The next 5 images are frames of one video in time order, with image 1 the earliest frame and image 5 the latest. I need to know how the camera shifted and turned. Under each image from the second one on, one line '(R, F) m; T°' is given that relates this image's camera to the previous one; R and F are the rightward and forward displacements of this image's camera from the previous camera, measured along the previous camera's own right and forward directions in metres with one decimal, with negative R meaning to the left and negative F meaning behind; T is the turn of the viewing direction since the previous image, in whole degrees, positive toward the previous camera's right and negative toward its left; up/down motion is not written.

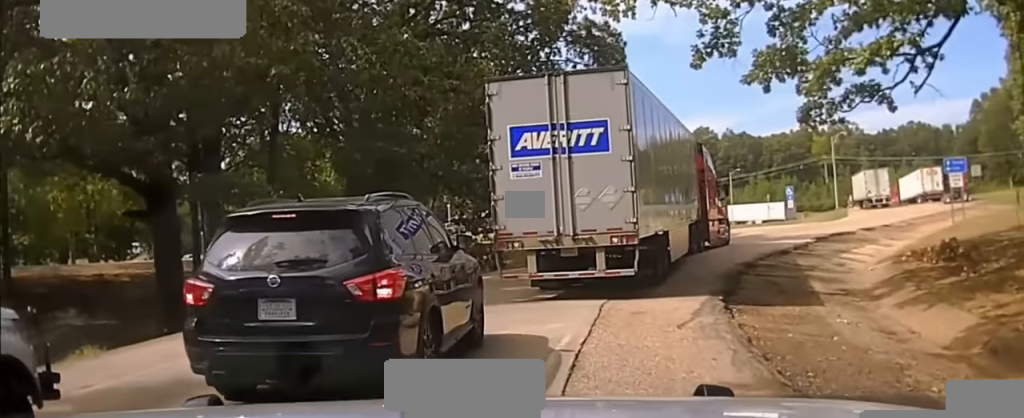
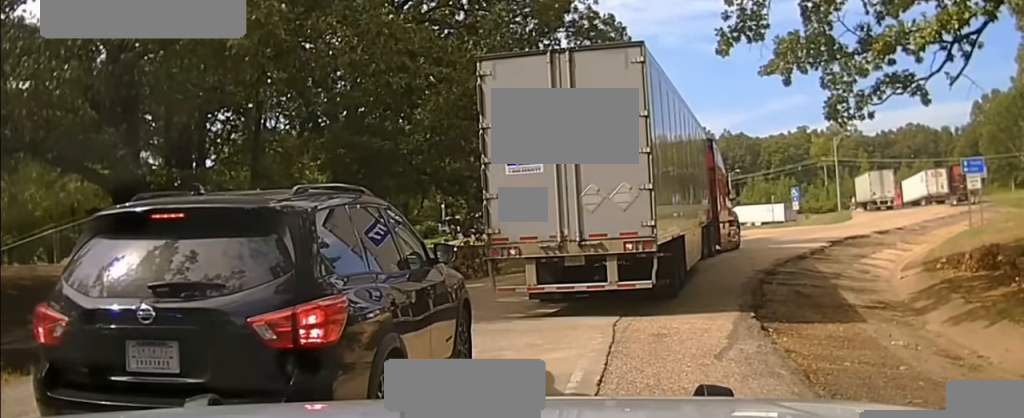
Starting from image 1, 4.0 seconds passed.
(-0.2, +0.8) m; 0°
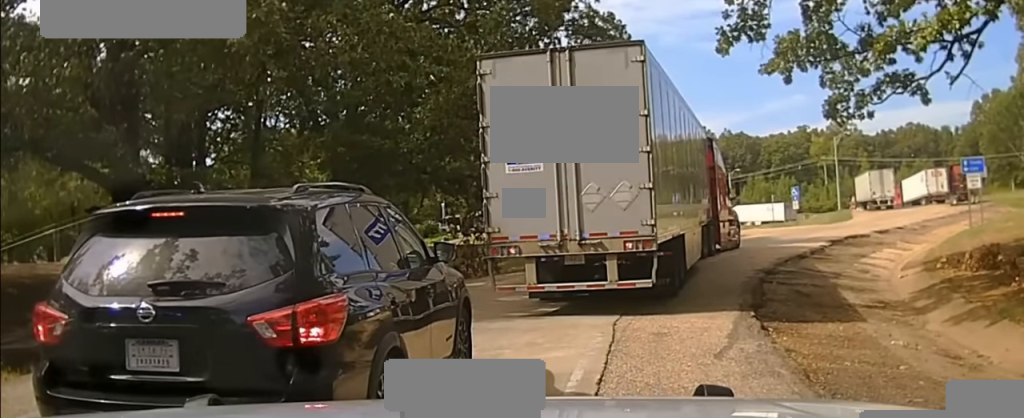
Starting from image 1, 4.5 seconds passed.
(-0.1, +0.1) m; 0°
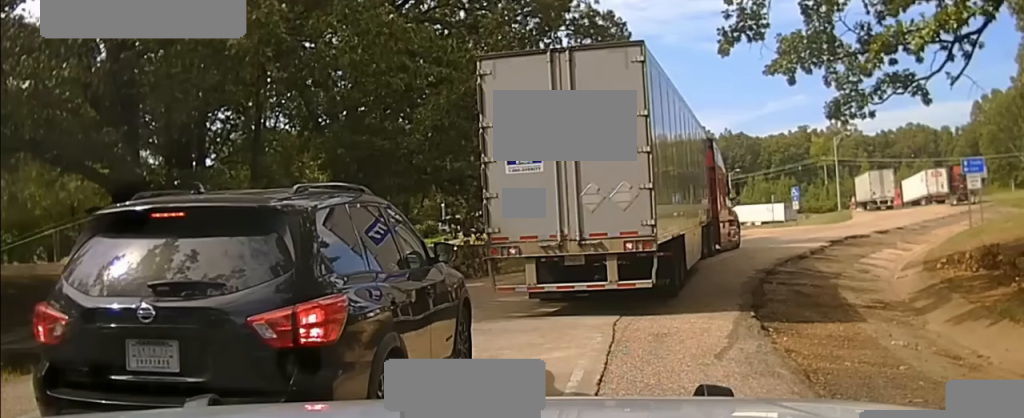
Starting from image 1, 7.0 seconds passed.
(-0.3, +0.2) m; 0°
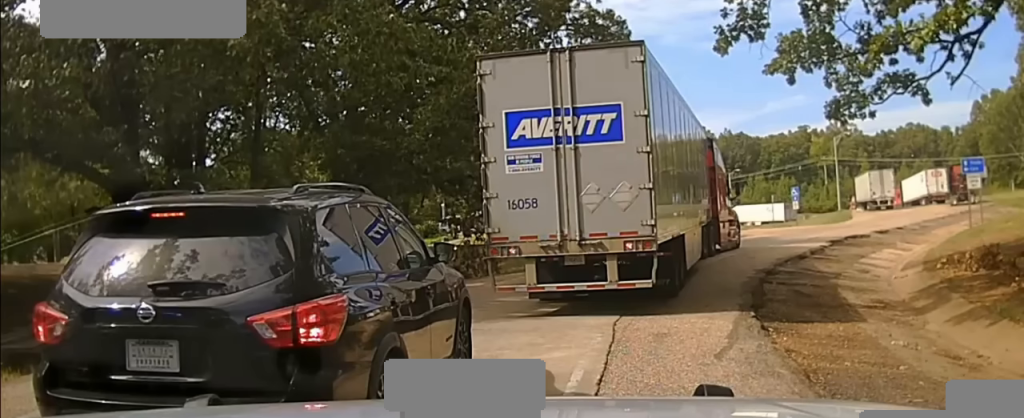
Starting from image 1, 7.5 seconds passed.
(0.0, 0.0) m; 0°
